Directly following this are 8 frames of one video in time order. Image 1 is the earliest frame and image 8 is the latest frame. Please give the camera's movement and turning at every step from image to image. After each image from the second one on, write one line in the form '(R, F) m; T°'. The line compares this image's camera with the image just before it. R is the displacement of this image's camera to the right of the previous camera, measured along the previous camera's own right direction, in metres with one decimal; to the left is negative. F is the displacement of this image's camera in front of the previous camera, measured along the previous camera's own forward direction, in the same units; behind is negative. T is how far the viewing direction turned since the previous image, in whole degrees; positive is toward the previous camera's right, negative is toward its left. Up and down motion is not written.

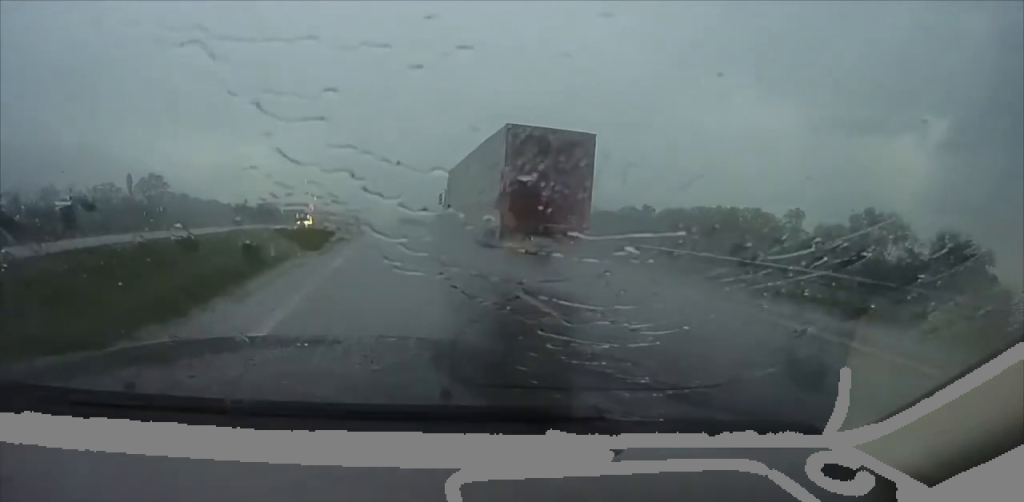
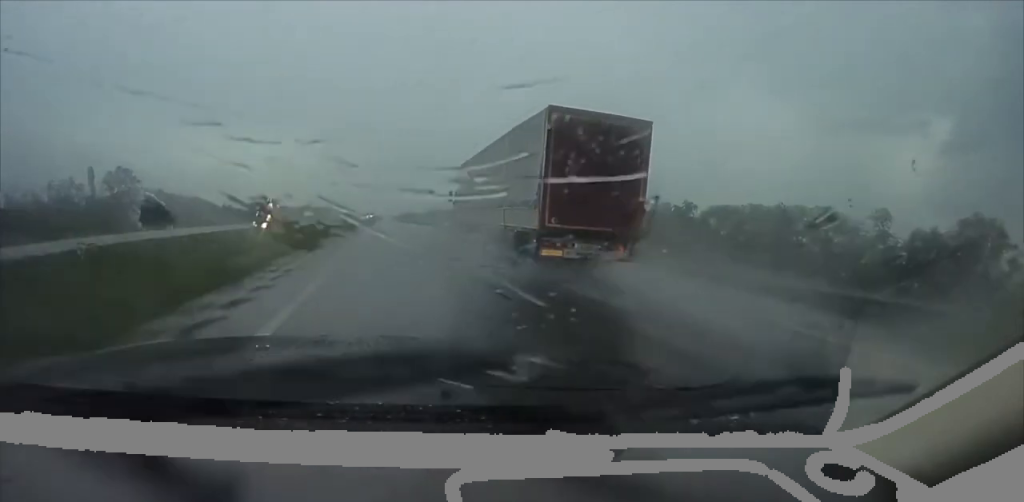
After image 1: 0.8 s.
(0.0, +22.9) m; 0°
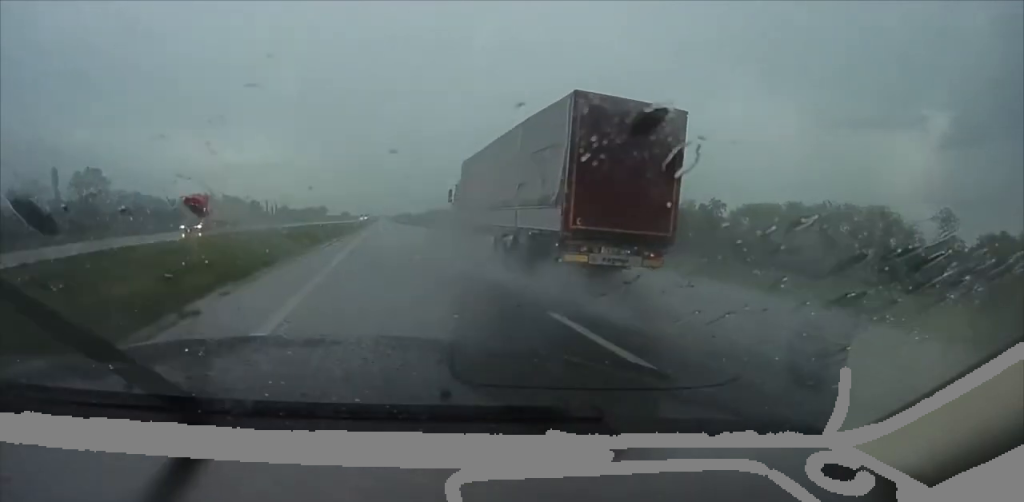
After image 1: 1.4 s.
(0.0, +15.3) m; 0°
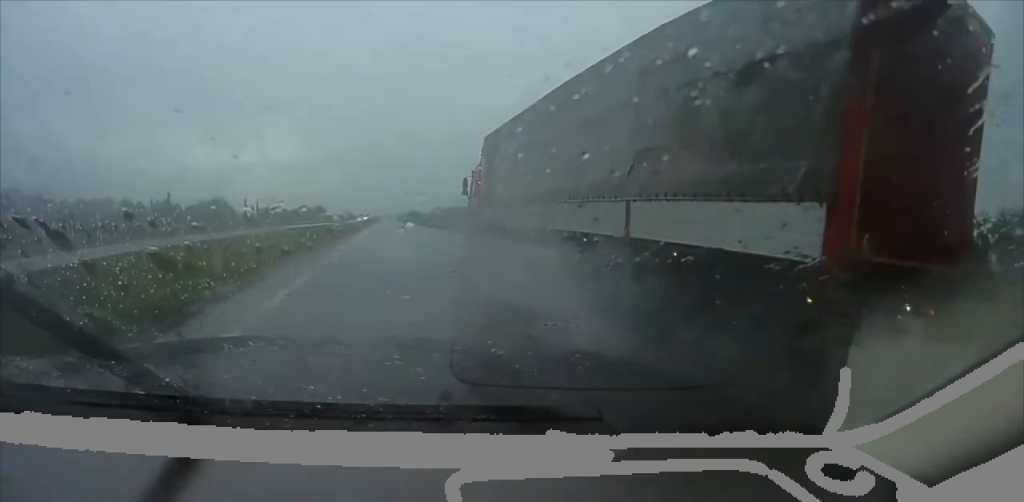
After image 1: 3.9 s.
(-0.1, +68.3) m; 0°
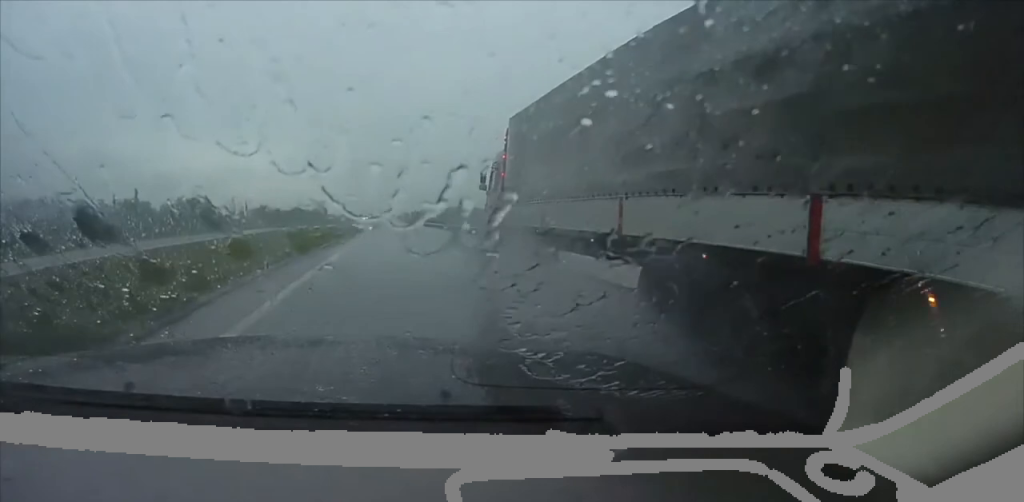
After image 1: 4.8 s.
(0.0, +26.6) m; 0°
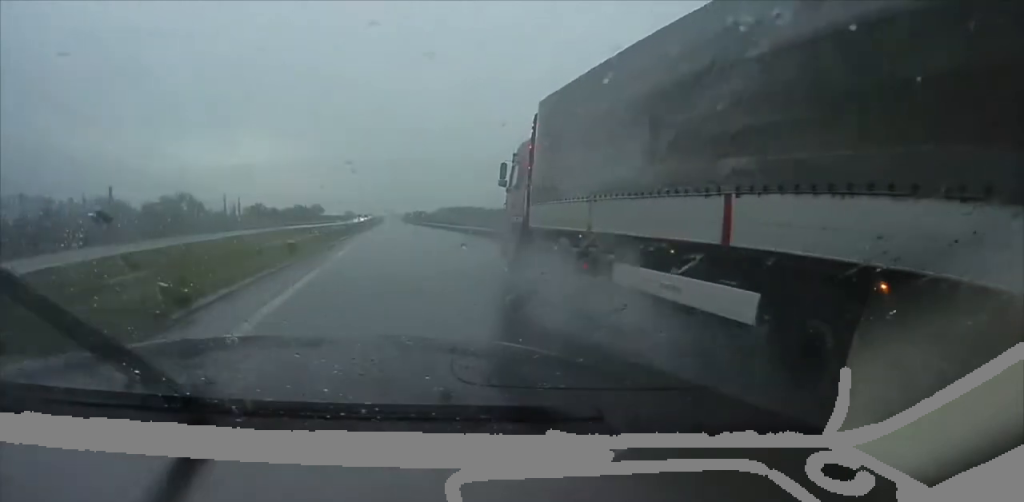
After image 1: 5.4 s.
(0.0, +16.6) m; 0°
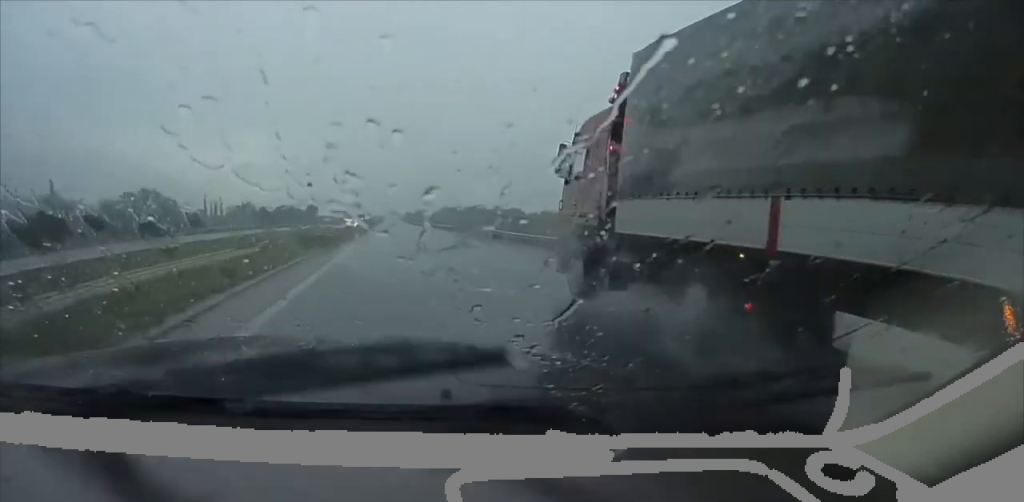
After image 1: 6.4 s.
(0.0, +27.8) m; 0°
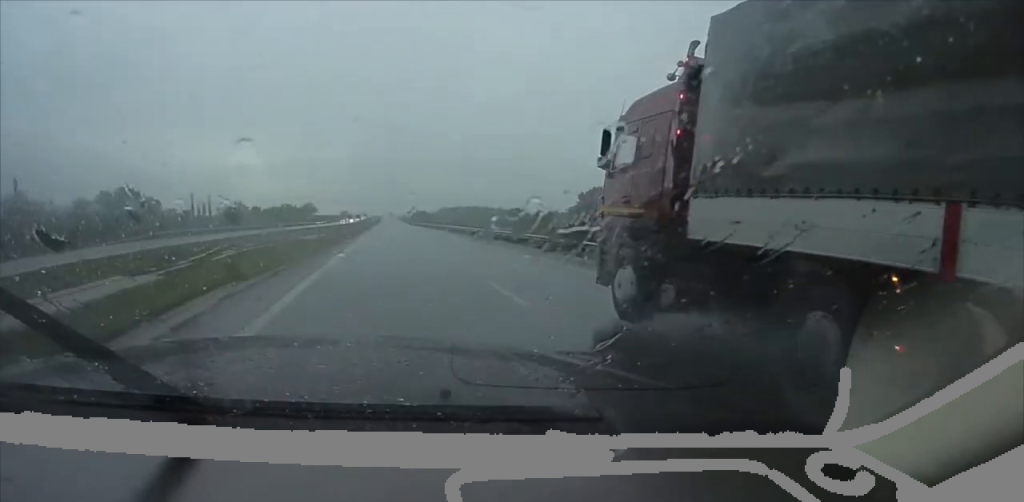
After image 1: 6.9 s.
(0.0, +13.4) m; 0°
